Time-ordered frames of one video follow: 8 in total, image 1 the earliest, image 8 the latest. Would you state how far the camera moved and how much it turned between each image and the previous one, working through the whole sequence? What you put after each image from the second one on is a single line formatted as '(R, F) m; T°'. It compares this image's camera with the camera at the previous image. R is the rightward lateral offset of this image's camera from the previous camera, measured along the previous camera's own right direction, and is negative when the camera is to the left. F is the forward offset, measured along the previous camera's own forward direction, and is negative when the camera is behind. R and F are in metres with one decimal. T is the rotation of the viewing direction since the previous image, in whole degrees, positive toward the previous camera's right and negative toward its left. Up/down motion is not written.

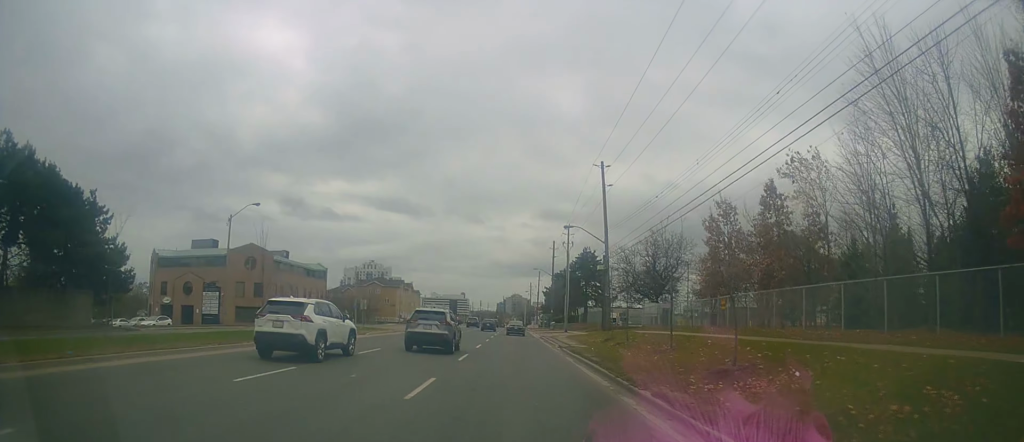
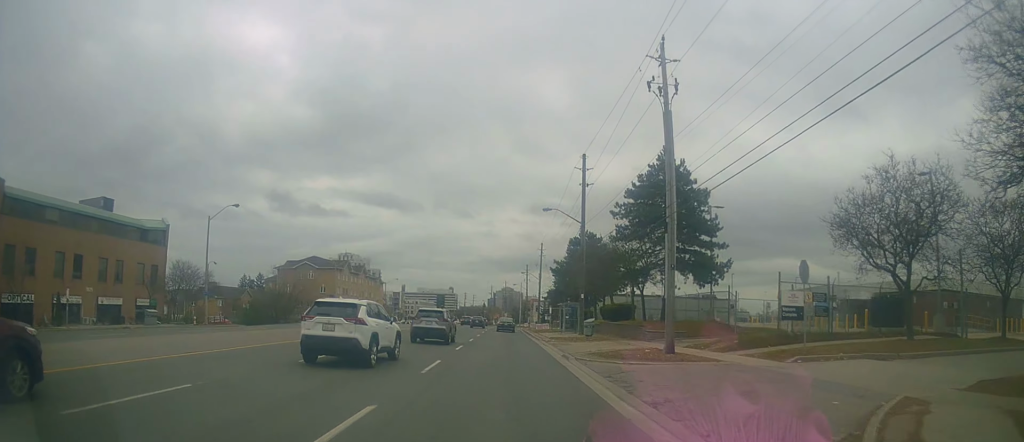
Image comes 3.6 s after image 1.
(+1.1, +50.3) m; +3°
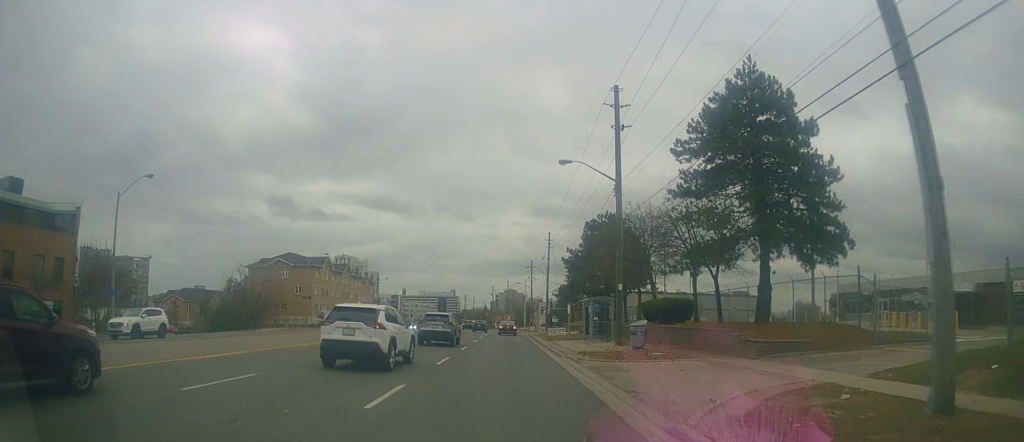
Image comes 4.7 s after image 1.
(+0.4, +15.1) m; +1°
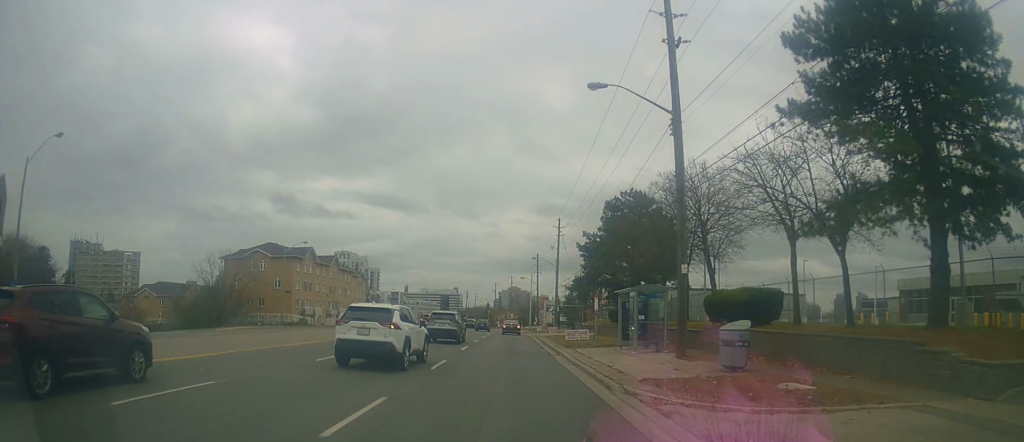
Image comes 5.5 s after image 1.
(-0.1, +10.9) m; -1°
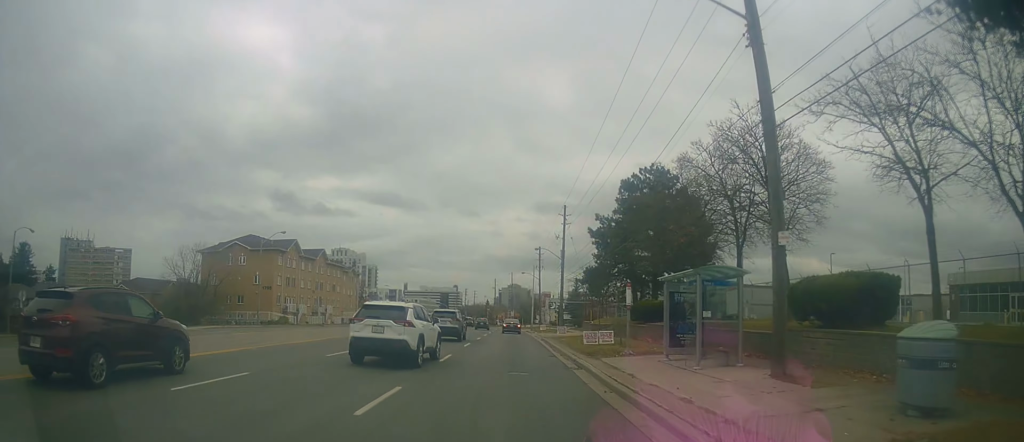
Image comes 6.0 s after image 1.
(-0.1, +7.7) m; -1°
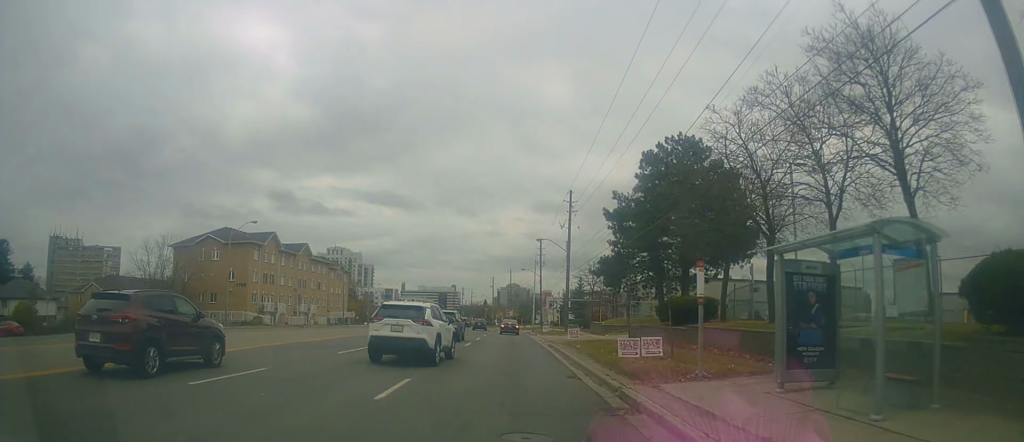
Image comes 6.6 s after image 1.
(0.0, +8.1) m; -1°
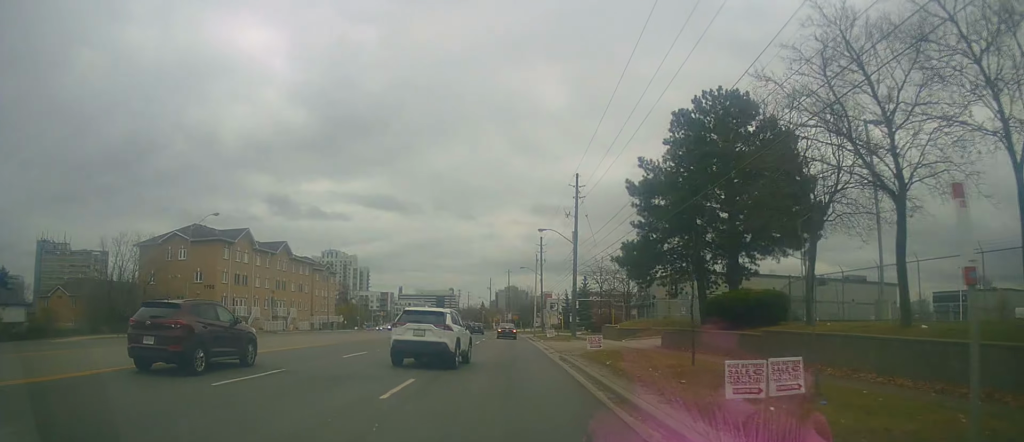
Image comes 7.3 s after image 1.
(0.0, +8.4) m; 0°
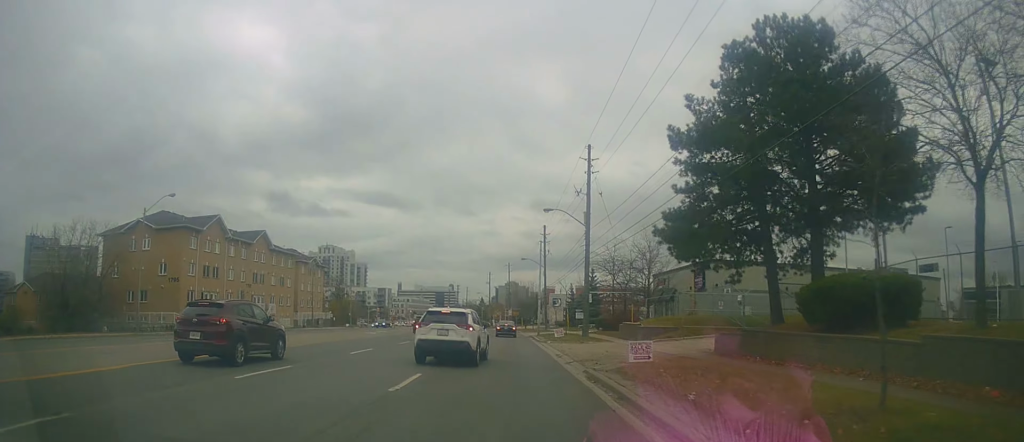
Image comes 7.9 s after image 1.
(-0.3, +8.3) m; +1°
